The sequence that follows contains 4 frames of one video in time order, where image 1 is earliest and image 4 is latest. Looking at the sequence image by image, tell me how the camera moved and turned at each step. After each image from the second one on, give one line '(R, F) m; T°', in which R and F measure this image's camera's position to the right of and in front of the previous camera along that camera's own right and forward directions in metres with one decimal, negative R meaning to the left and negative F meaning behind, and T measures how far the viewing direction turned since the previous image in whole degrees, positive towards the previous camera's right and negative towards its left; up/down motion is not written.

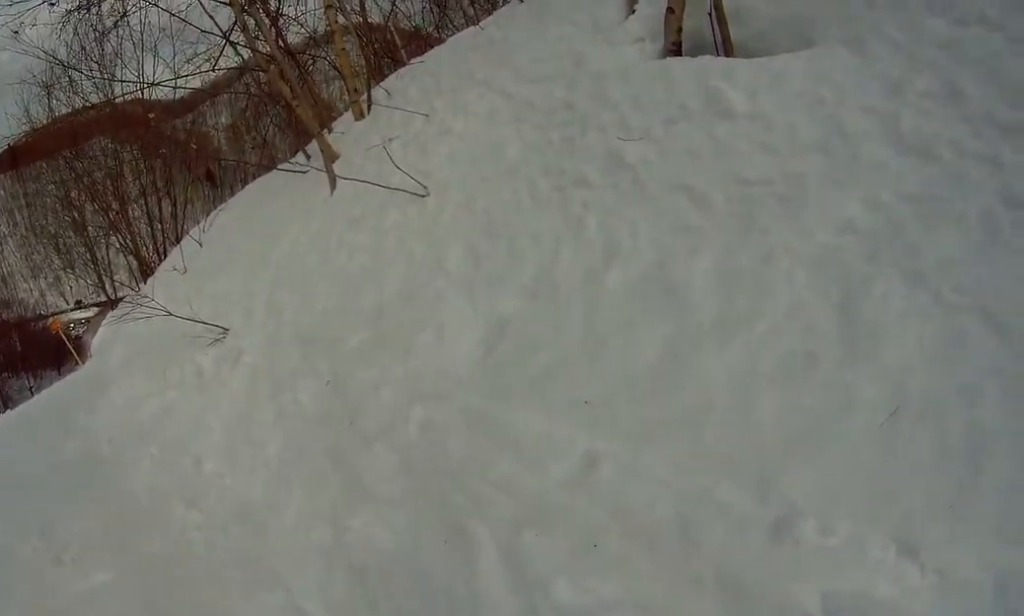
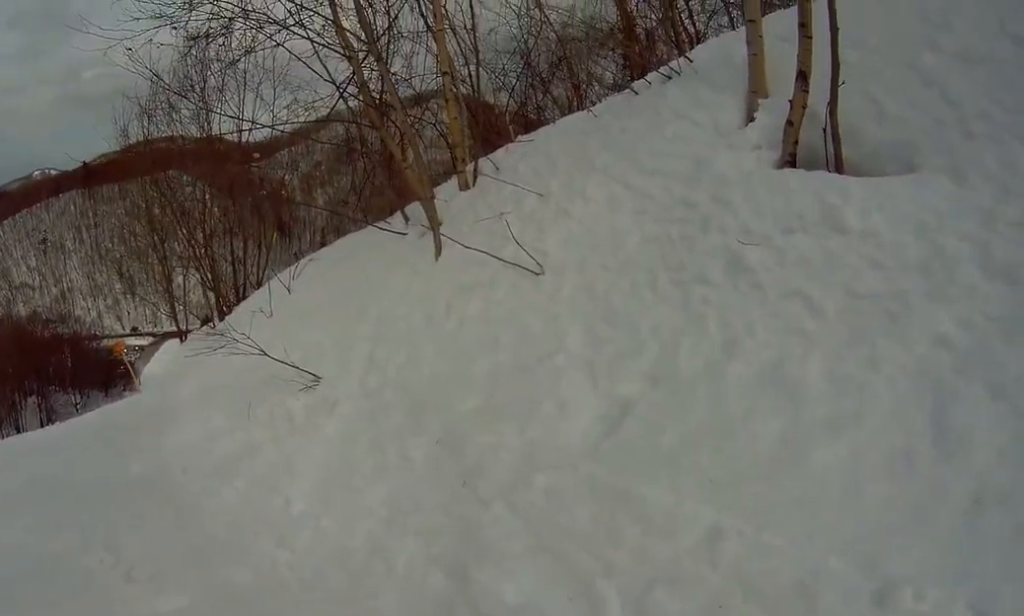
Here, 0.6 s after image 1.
(0.0, +2.6) m; -1°
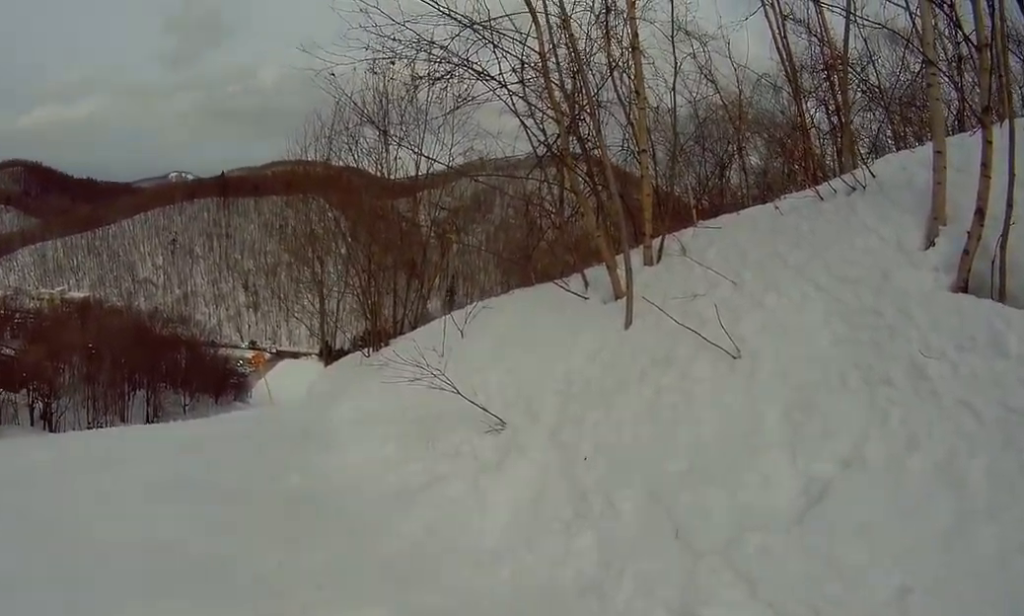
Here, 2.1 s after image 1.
(-0.9, +6.9) m; -11°
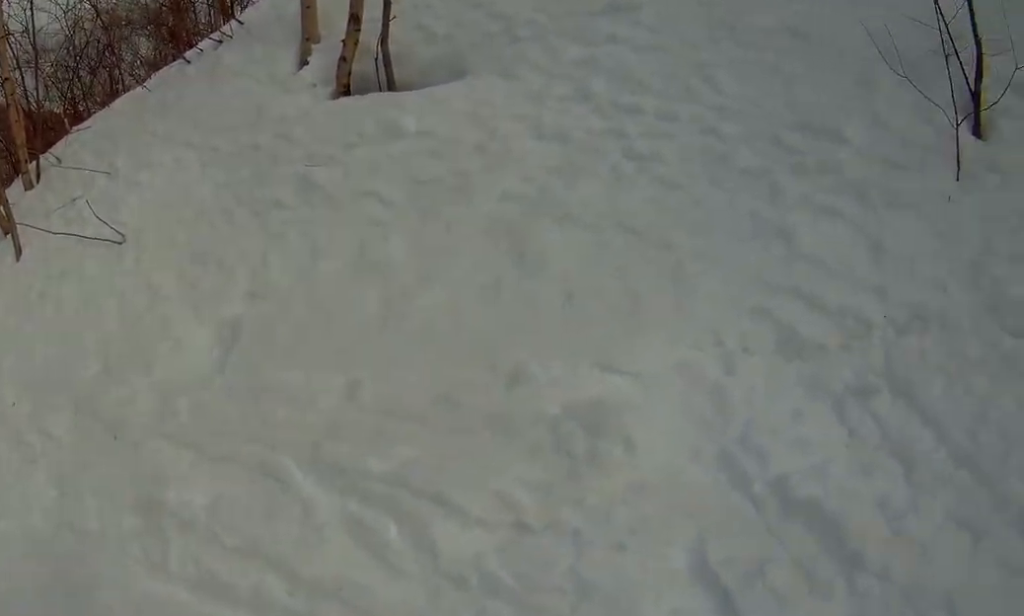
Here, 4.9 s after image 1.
(+4.1, +9.6) m; +49°
